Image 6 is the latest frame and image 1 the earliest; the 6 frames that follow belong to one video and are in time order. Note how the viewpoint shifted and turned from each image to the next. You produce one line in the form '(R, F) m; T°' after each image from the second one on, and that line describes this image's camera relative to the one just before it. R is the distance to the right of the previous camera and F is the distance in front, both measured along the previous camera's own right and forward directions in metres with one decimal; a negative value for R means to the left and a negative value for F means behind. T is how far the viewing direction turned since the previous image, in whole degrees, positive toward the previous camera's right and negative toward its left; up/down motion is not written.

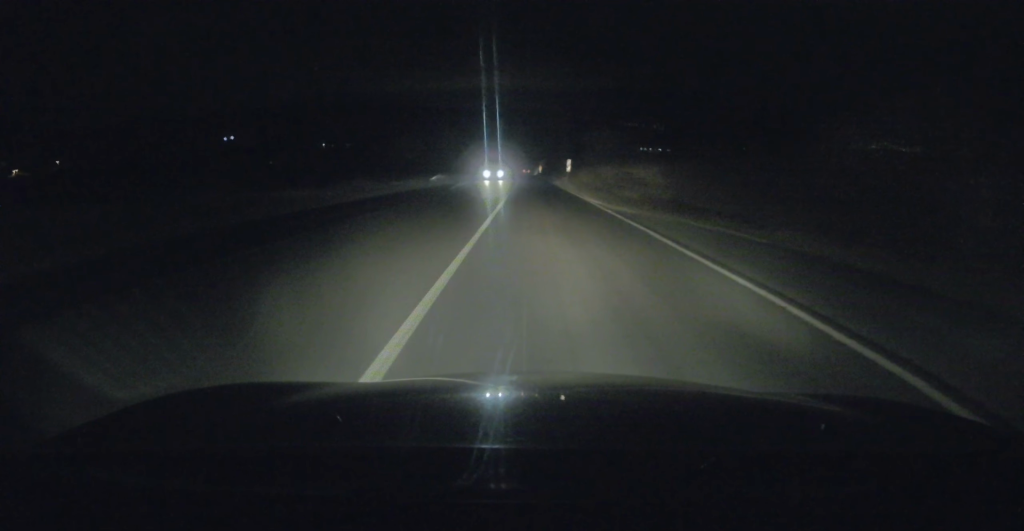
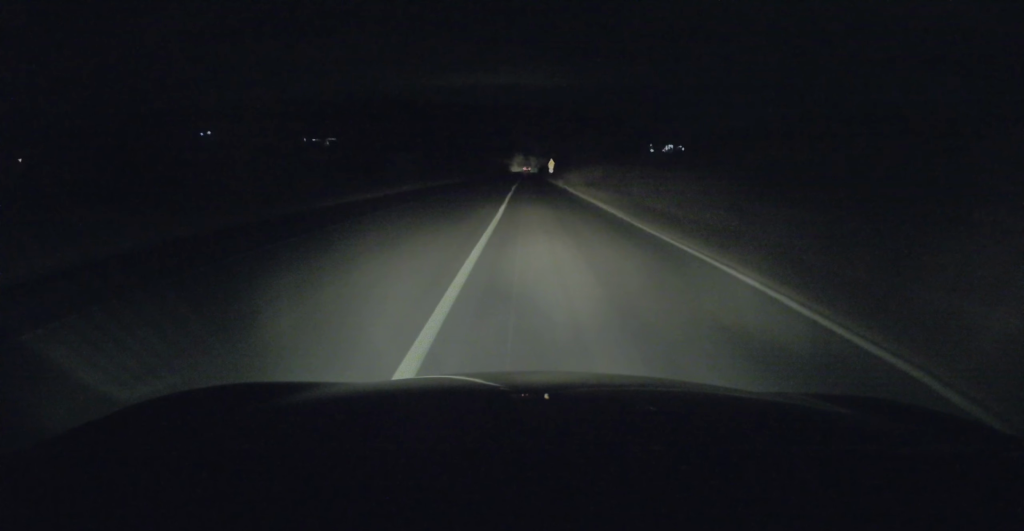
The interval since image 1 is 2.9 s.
(-0.3, +78.5) m; 0°
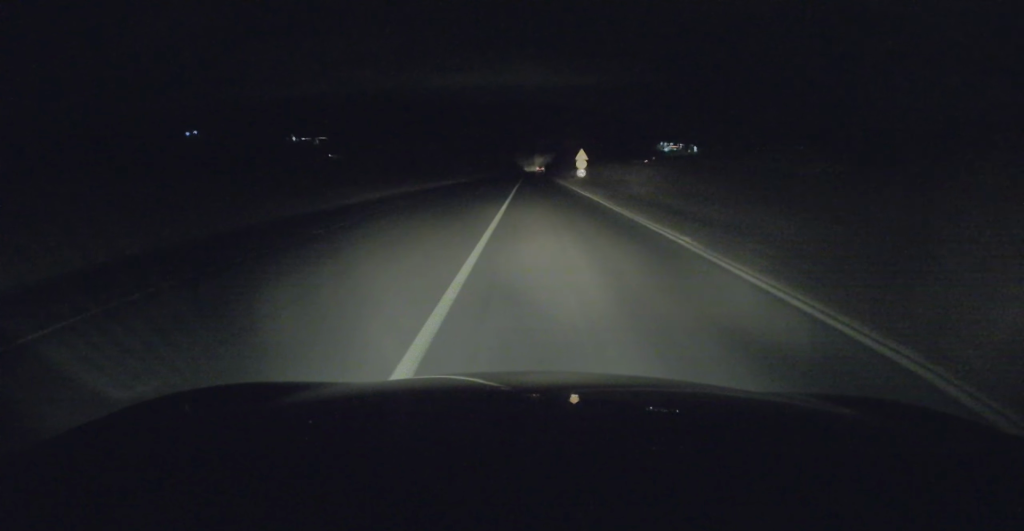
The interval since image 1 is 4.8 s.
(-0.1, +51.7) m; 0°
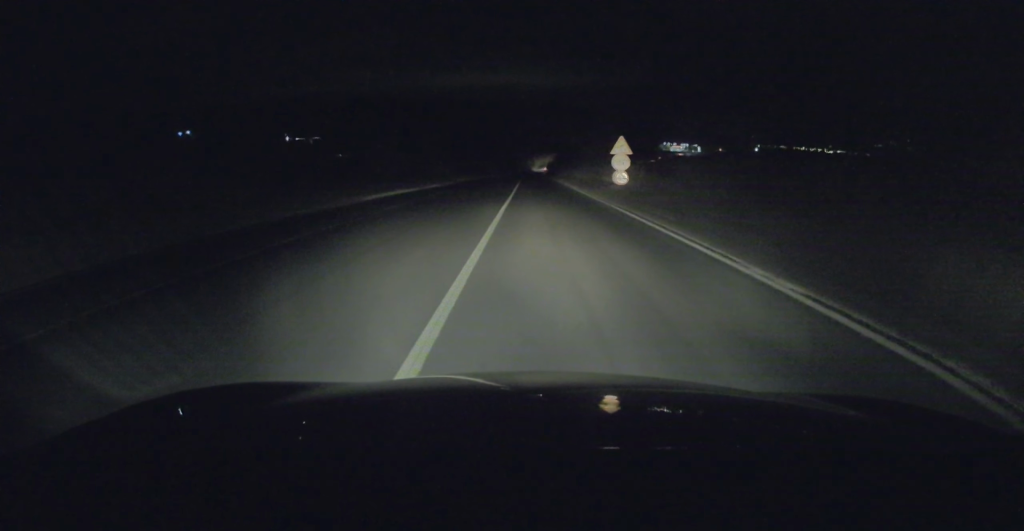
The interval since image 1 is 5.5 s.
(0.0, +20.8) m; 0°
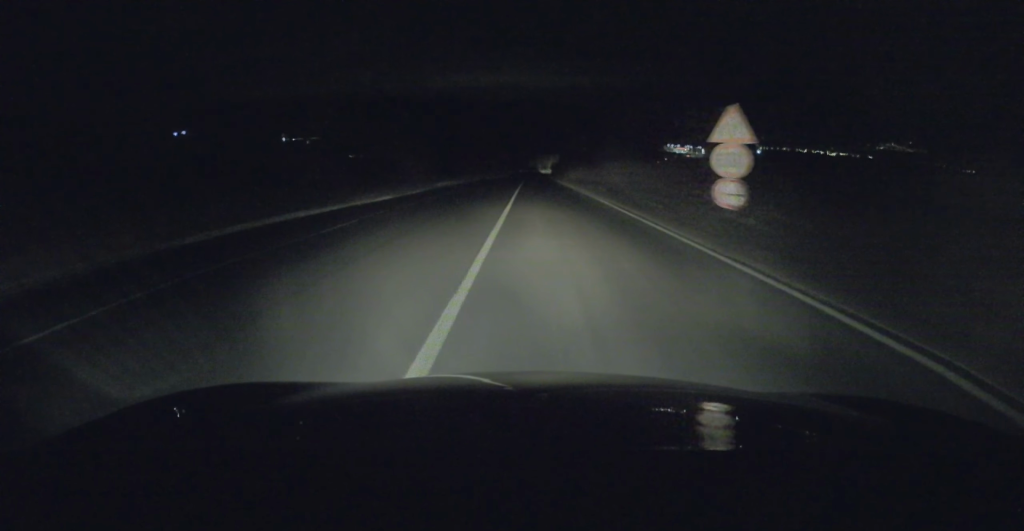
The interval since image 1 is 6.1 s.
(0.0, +15.4) m; 0°
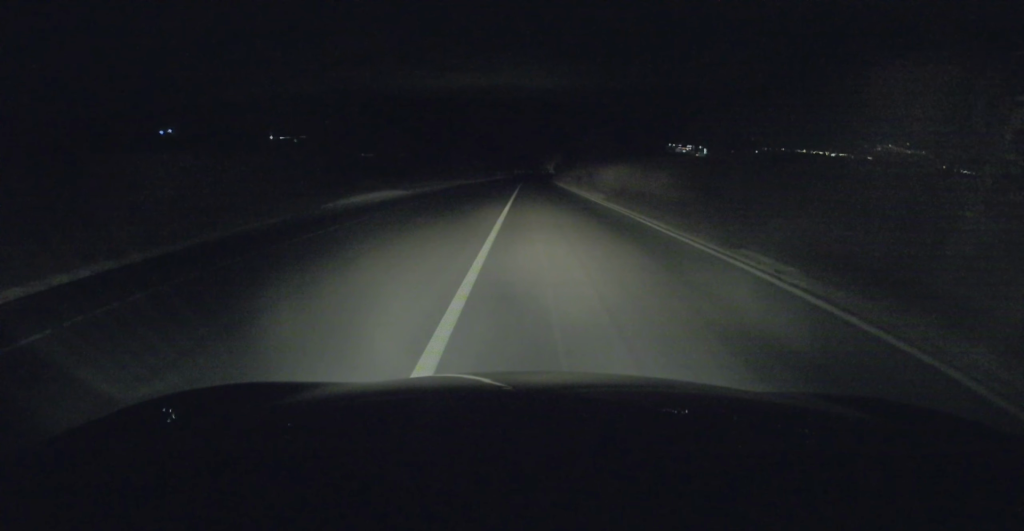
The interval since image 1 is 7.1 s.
(0.0, +28.1) m; 0°
